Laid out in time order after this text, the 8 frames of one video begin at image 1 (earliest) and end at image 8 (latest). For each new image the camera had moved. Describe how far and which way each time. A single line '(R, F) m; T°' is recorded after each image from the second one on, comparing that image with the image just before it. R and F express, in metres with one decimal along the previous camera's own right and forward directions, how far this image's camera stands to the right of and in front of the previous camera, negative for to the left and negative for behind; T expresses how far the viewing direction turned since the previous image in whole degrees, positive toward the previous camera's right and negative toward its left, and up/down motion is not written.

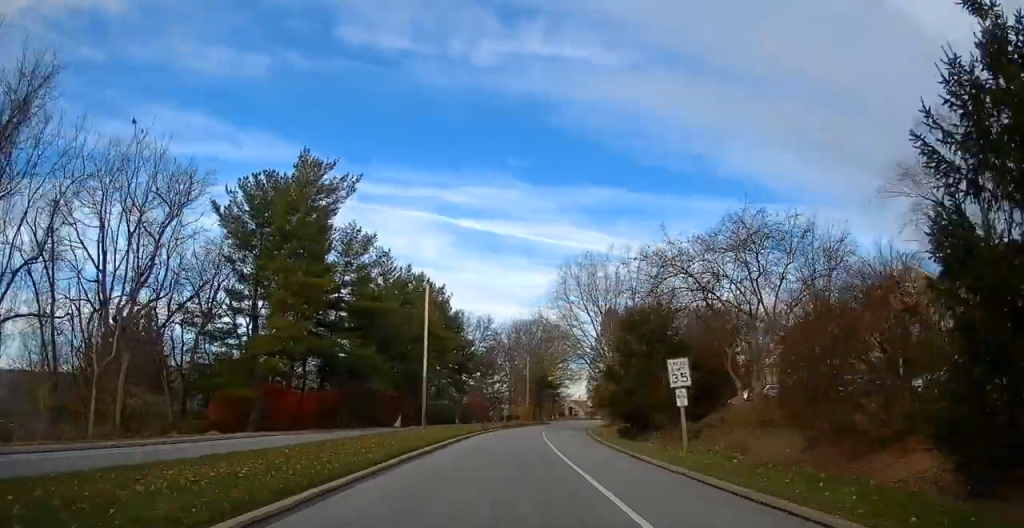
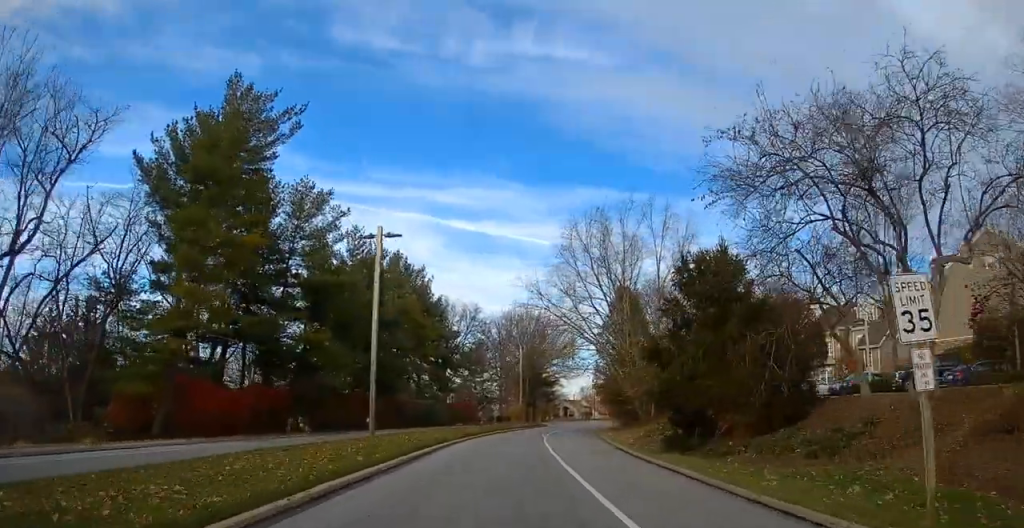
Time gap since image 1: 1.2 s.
(0.0, +11.7) m; 0°
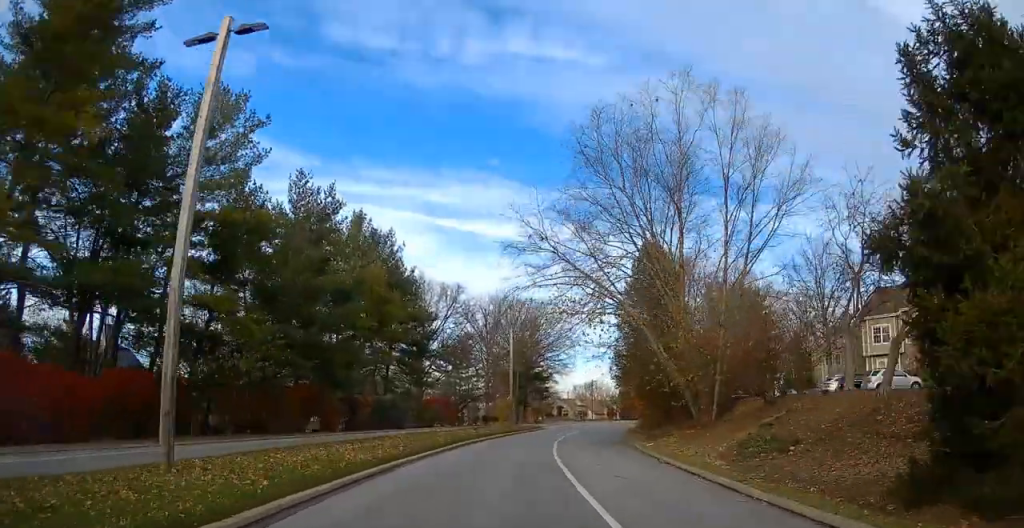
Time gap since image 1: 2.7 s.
(0.0, +14.9) m; 0°
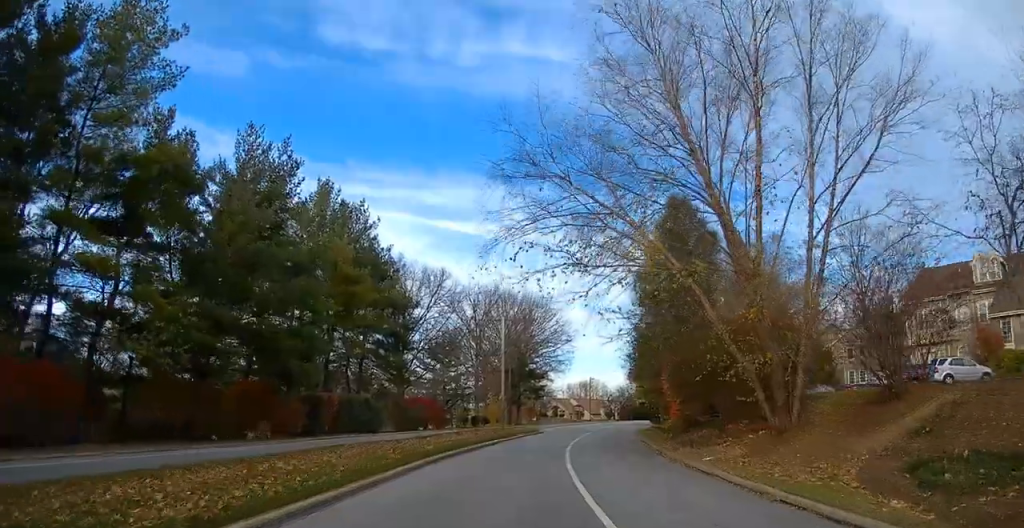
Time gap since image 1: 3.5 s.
(0.0, +8.8) m; +1°
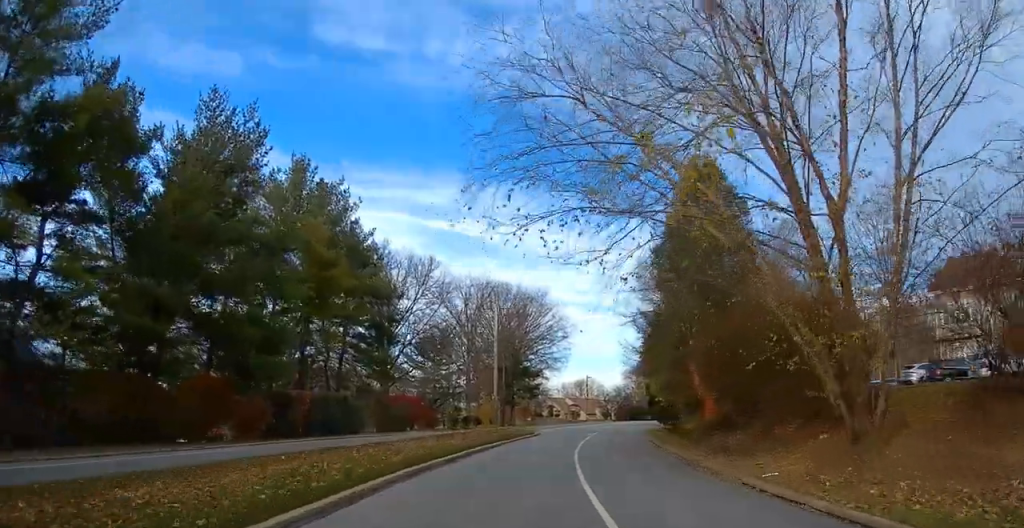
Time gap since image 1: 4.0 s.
(+0.1, +5.0) m; +1°
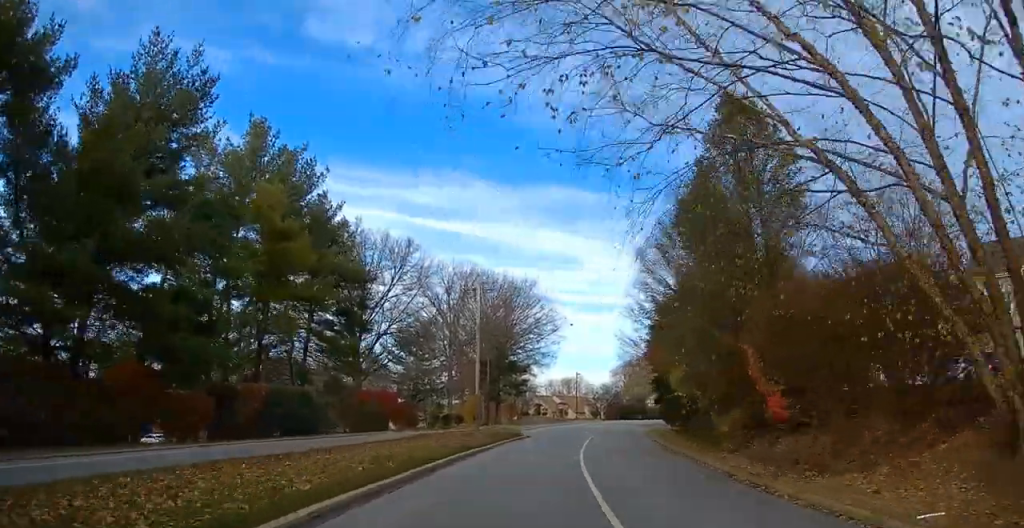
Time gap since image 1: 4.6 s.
(+0.1, +6.0) m; +1°
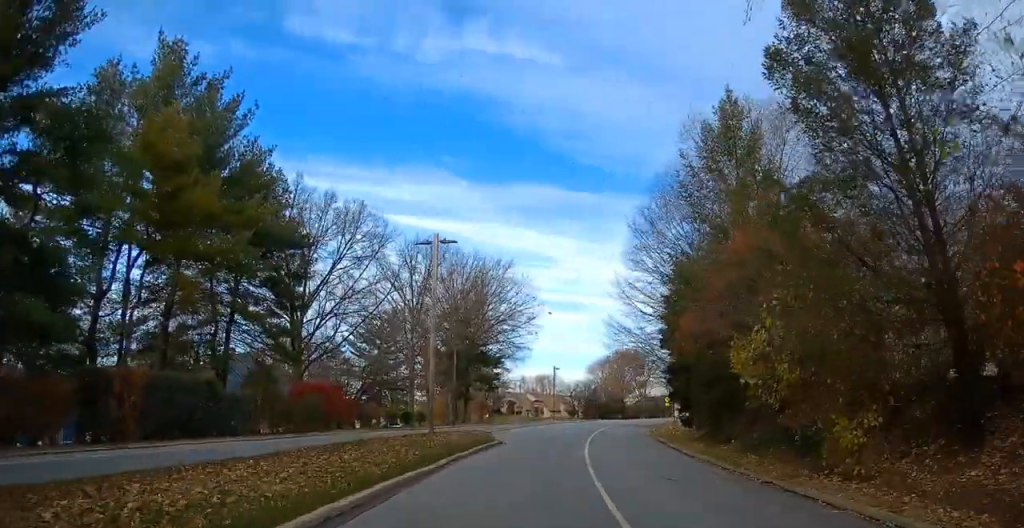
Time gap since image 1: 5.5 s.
(0.0, +9.6) m; +2°
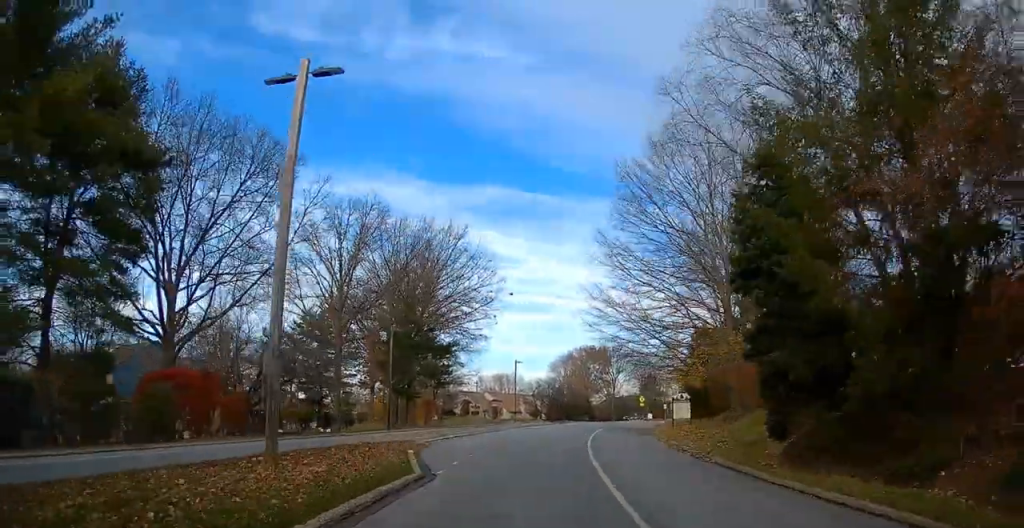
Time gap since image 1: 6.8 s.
(+0.5, +13.9) m; +3°
